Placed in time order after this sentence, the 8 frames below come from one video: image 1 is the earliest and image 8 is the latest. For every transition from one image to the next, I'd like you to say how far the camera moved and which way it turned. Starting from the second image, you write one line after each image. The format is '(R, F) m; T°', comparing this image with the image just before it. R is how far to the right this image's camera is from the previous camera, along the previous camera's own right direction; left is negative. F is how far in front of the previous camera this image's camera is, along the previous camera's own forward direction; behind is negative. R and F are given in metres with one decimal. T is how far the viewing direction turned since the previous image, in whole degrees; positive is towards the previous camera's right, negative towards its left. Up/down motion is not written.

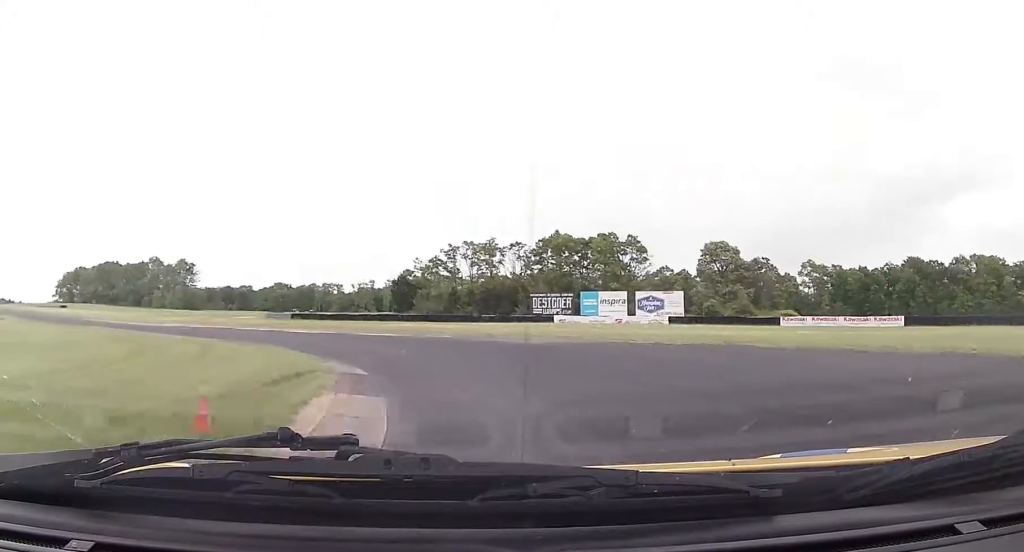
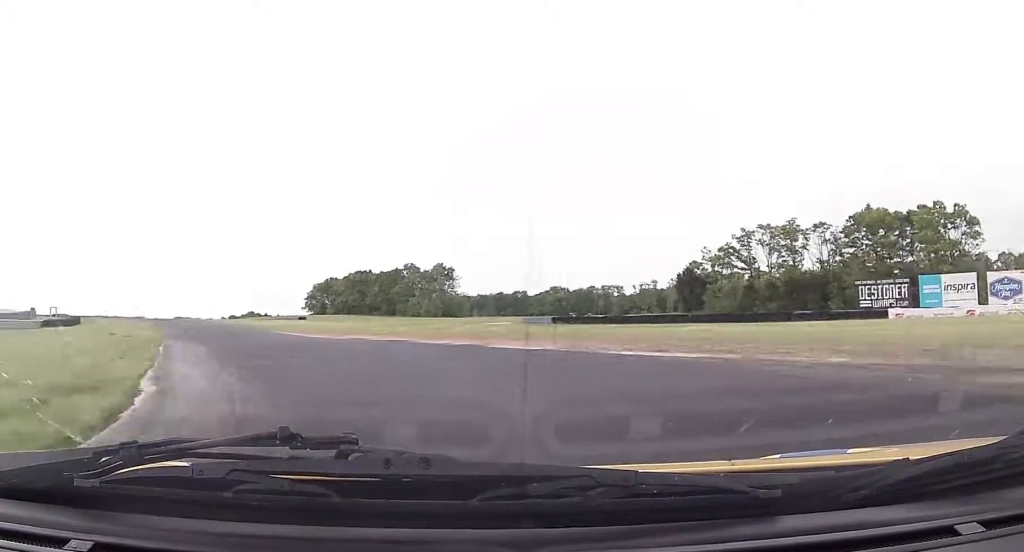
(-4.1, +21.4) m; -19°
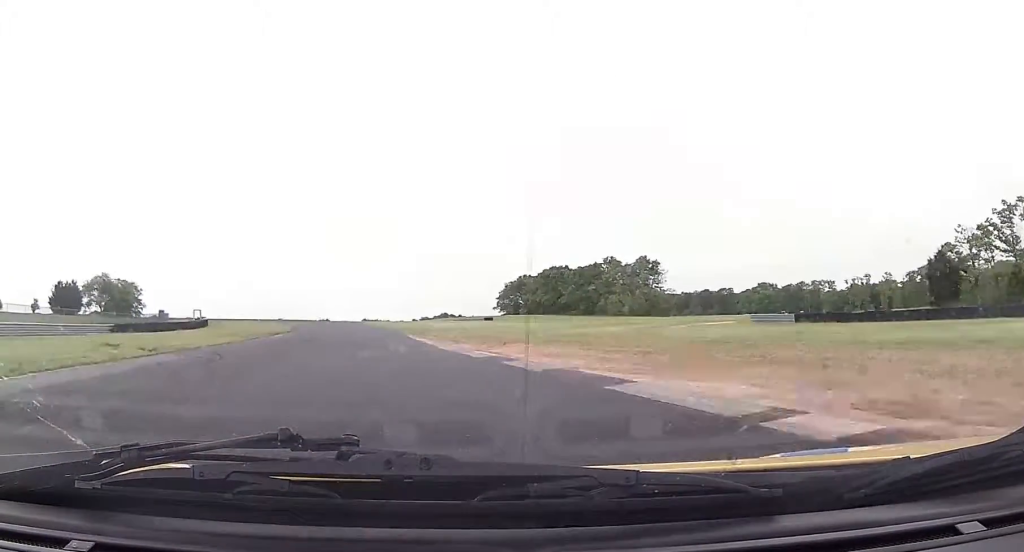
(-2.6, +21.8) m; -15°
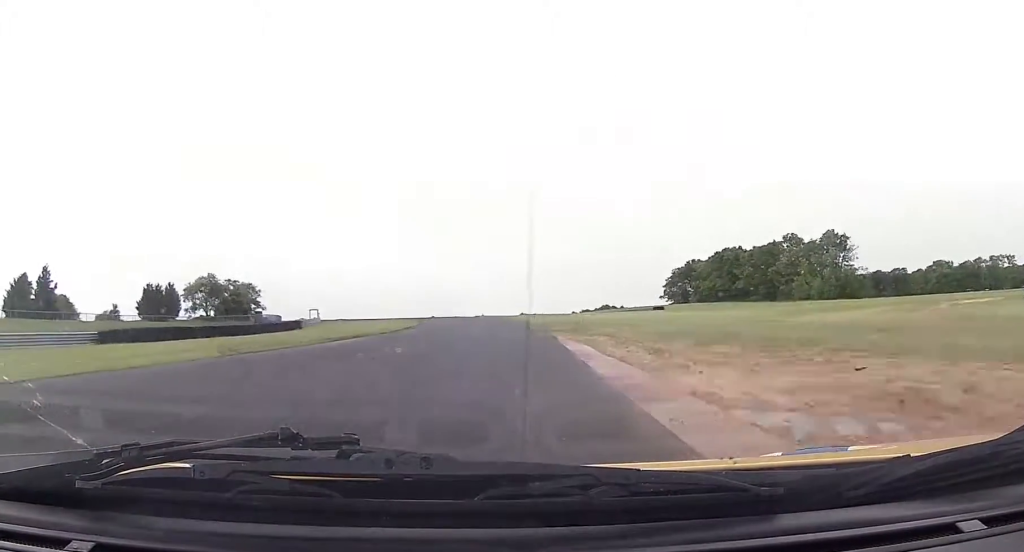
(-3.3, +25.2) m; -10°
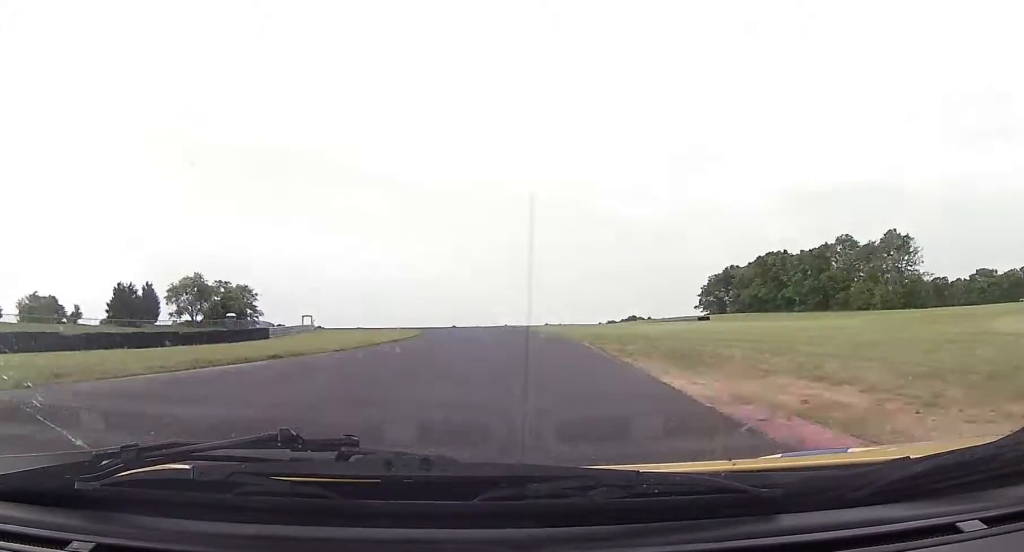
(-0.6, +19.9) m; -2°
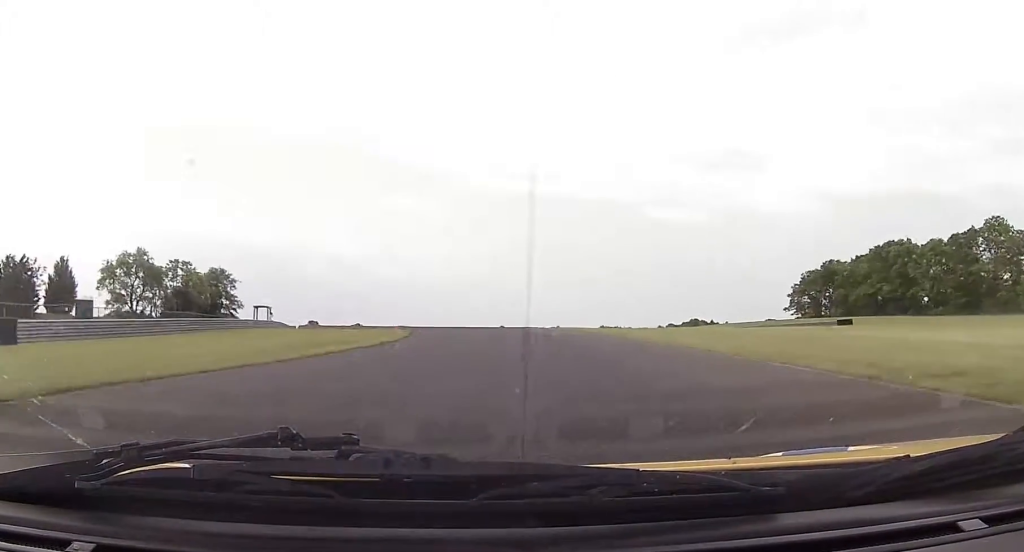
(-1.5, +42.9) m; -5°
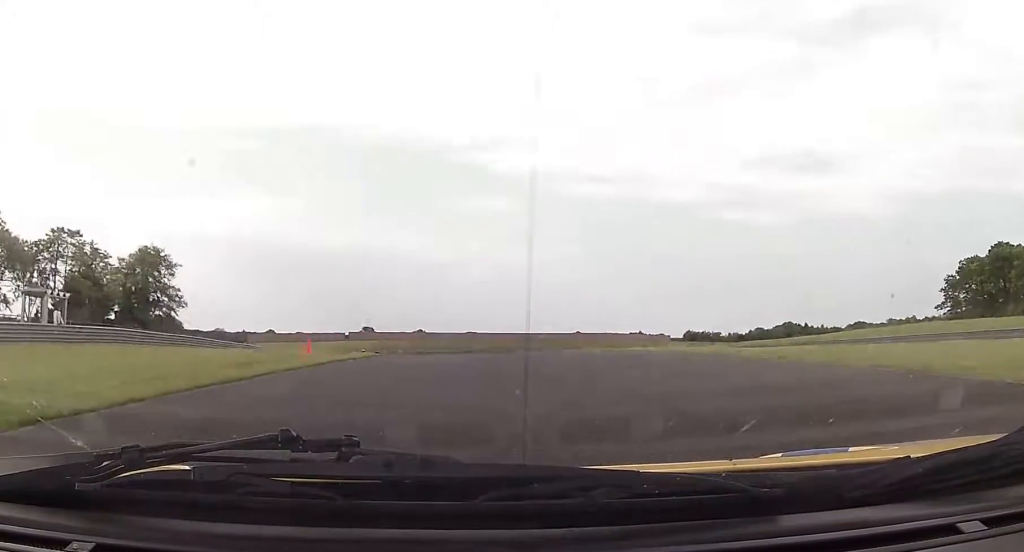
(-2.6, +49.0) m; -7°
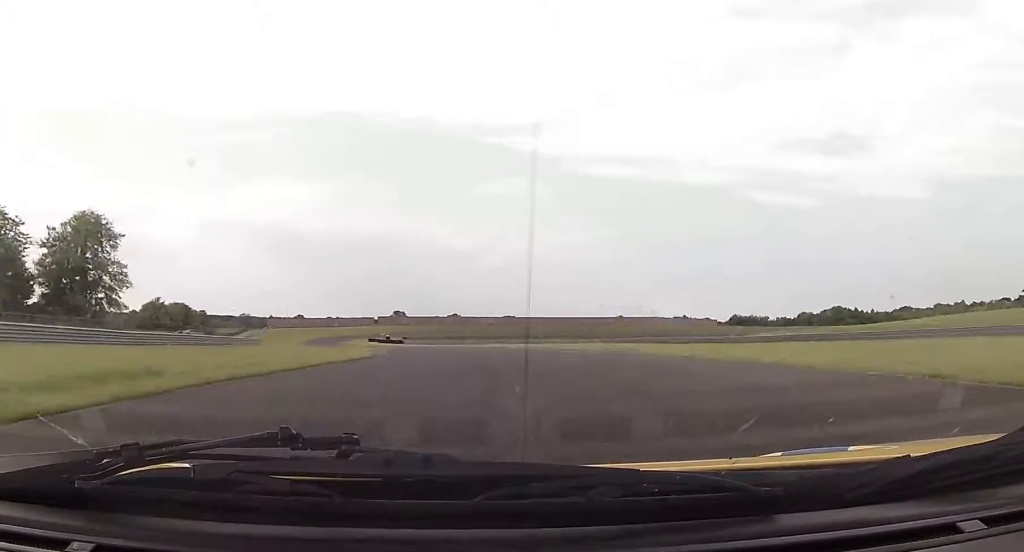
(0.0, +21.3) m; -4°
